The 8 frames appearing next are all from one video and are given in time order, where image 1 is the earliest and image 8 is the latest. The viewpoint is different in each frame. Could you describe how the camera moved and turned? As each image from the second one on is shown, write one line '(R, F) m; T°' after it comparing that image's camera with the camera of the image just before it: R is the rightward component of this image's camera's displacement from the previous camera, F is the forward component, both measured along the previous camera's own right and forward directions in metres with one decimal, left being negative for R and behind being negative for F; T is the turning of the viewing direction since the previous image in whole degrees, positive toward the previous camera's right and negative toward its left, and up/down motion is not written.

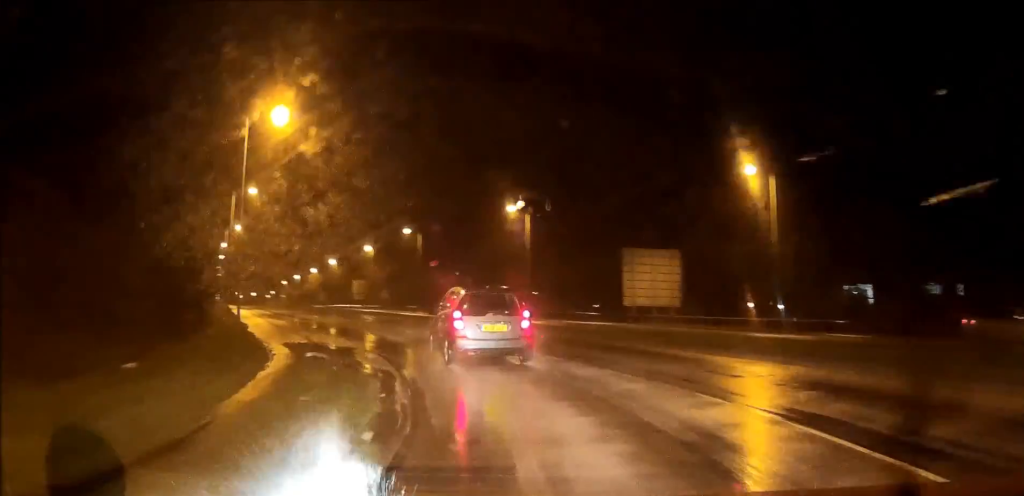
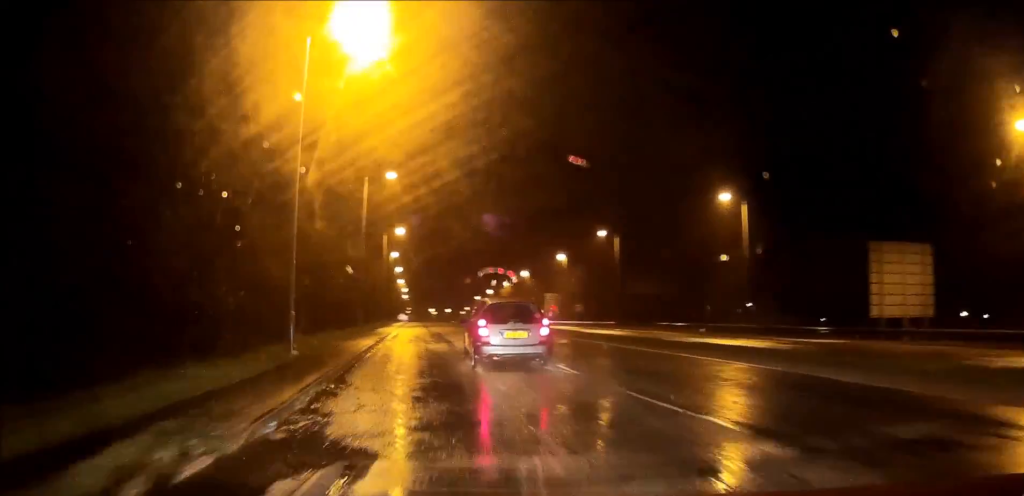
(-1.4, +13.7) m; -12°
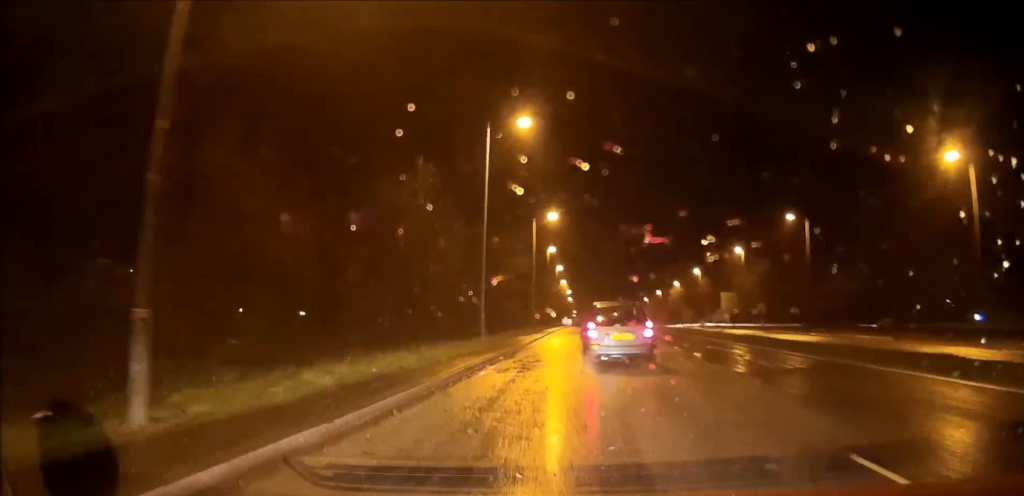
(-1.5, +13.7) m; -10°
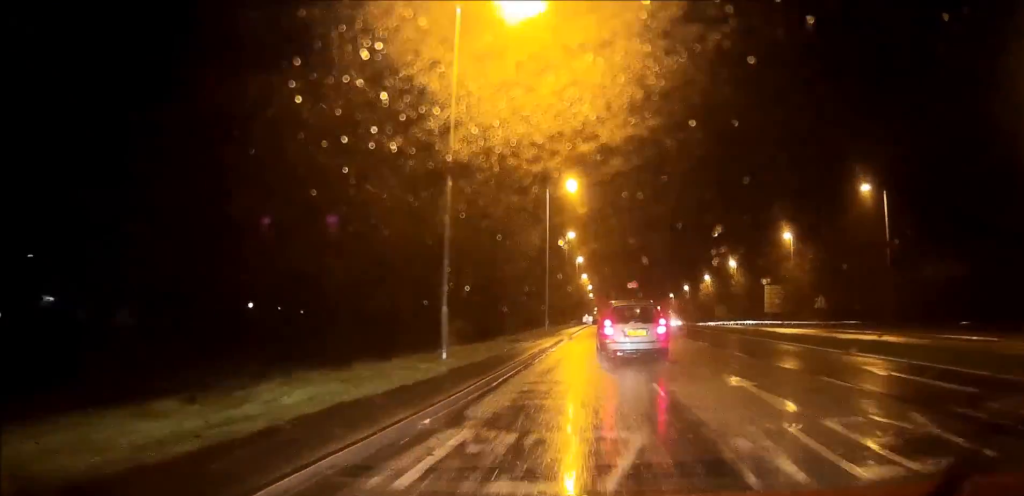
(-0.6, +14.3) m; -3°
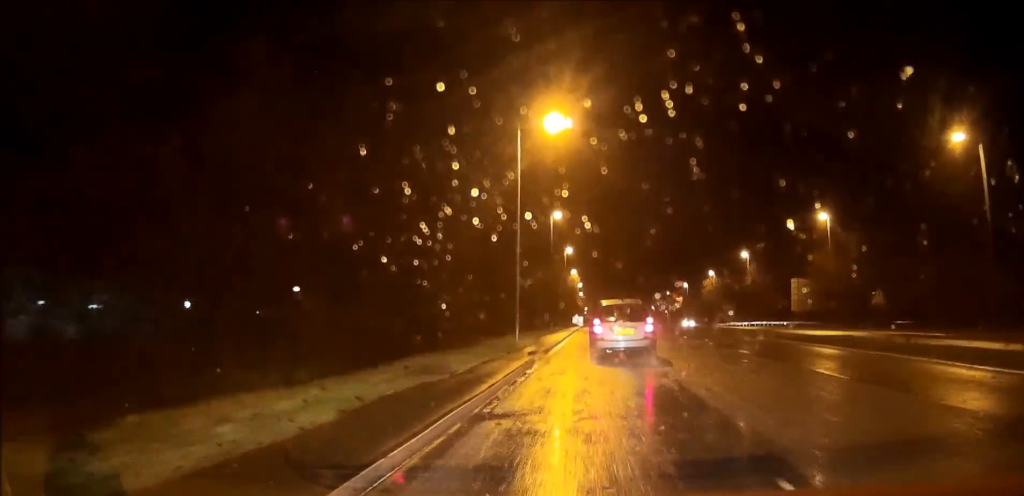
(-0.2, +16.6) m; -1°
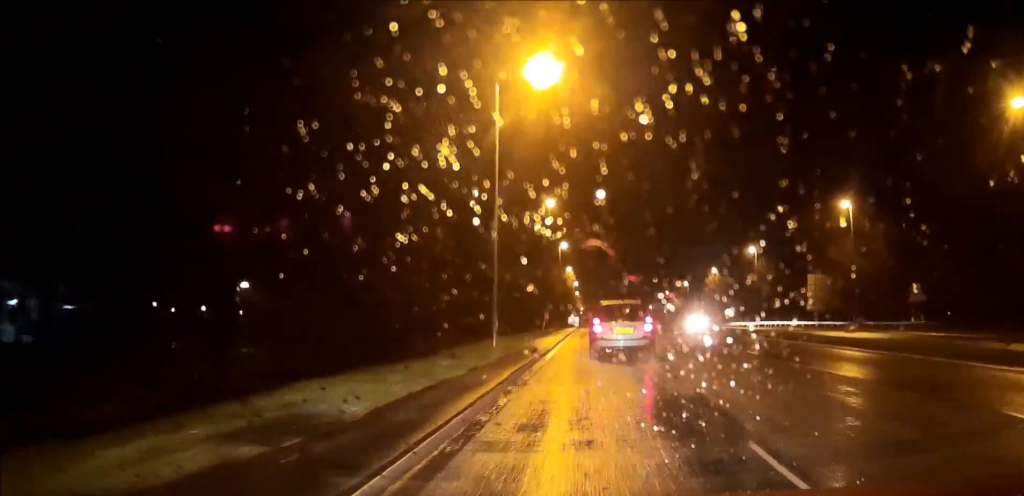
(0.0, +7.5) m; 0°
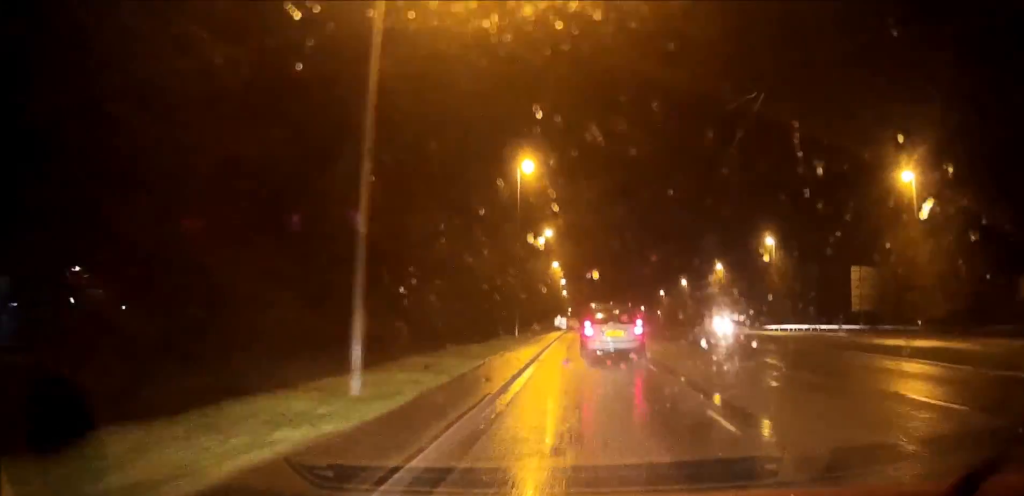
(0.0, +15.1) m; 0°
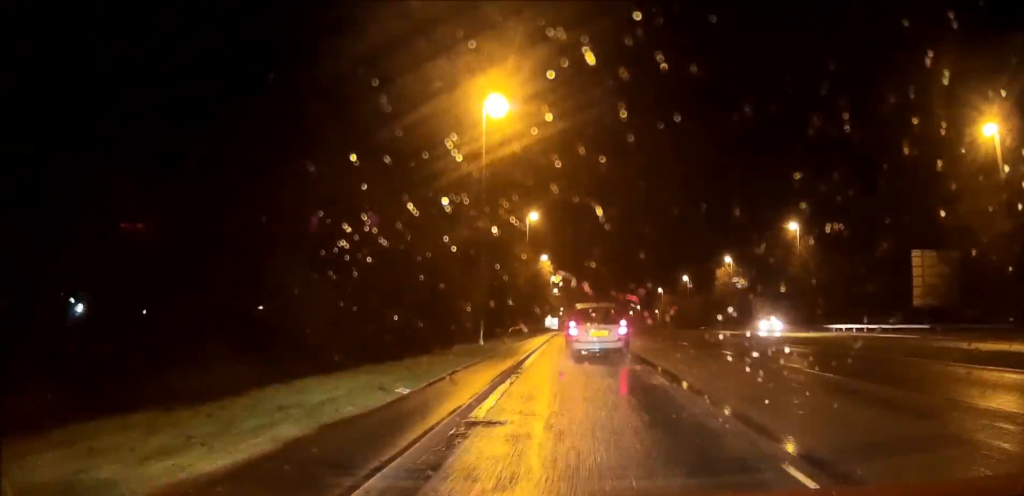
(0.0, +13.0) m; 0°
